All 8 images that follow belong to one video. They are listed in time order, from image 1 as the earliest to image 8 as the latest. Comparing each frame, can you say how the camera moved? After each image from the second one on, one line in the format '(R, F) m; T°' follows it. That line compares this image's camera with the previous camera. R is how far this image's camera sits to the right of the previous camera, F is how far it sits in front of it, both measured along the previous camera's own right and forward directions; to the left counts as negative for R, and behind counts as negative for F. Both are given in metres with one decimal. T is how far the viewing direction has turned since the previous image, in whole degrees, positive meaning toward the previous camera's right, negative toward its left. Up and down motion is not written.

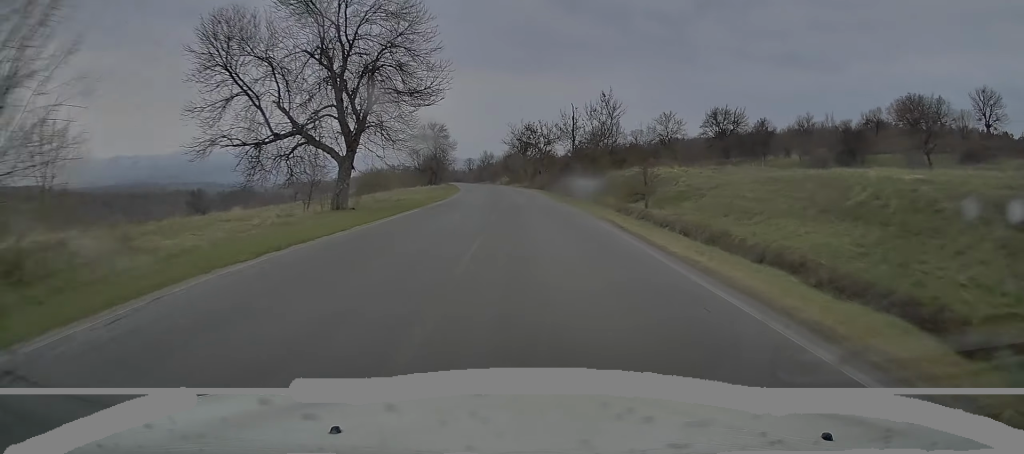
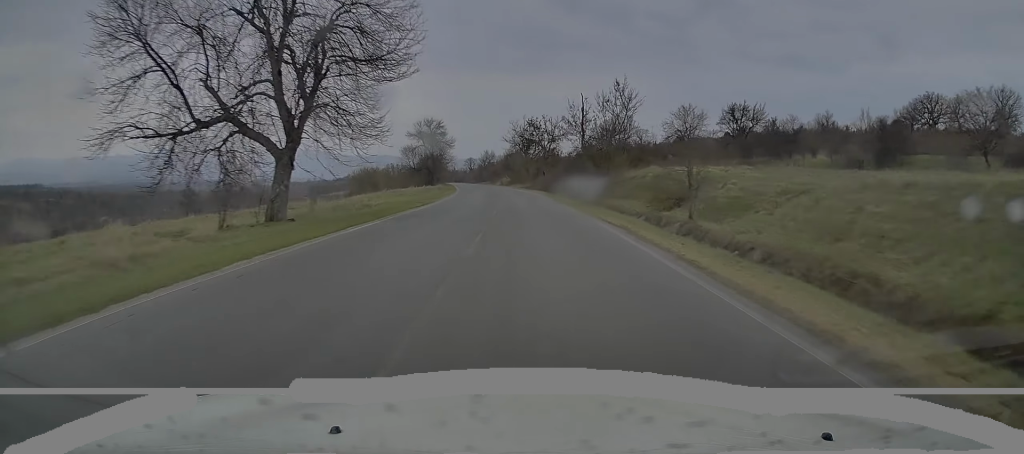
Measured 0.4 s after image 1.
(+0.1, +7.0) m; 0°
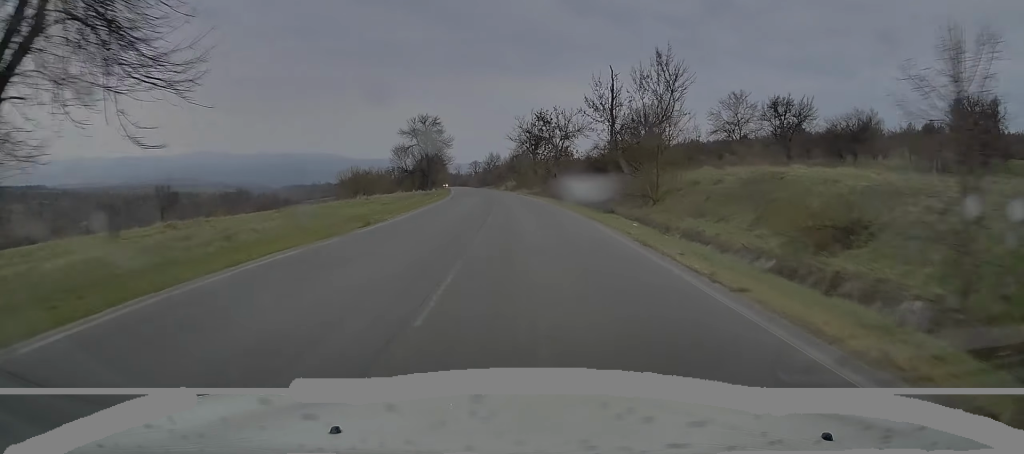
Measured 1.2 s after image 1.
(-0.1, +13.3) m; -1°
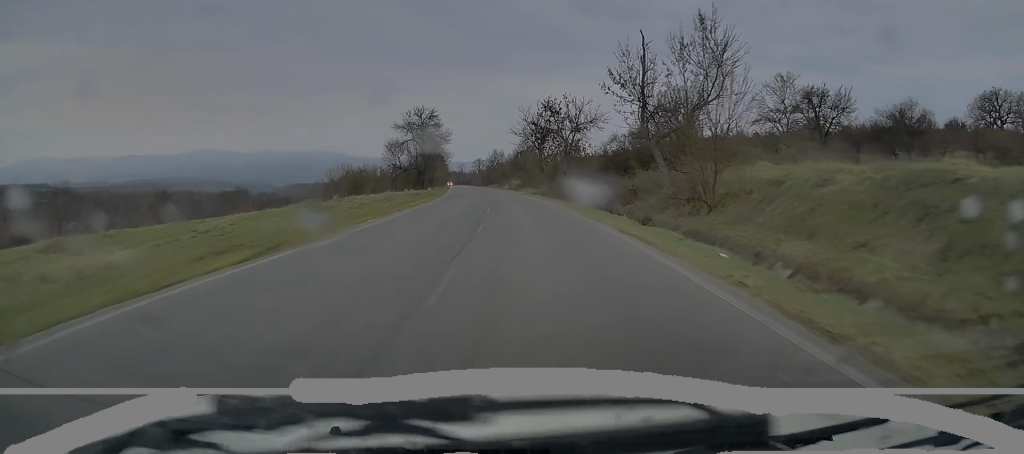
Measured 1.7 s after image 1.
(0.0, +7.9) m; -1°
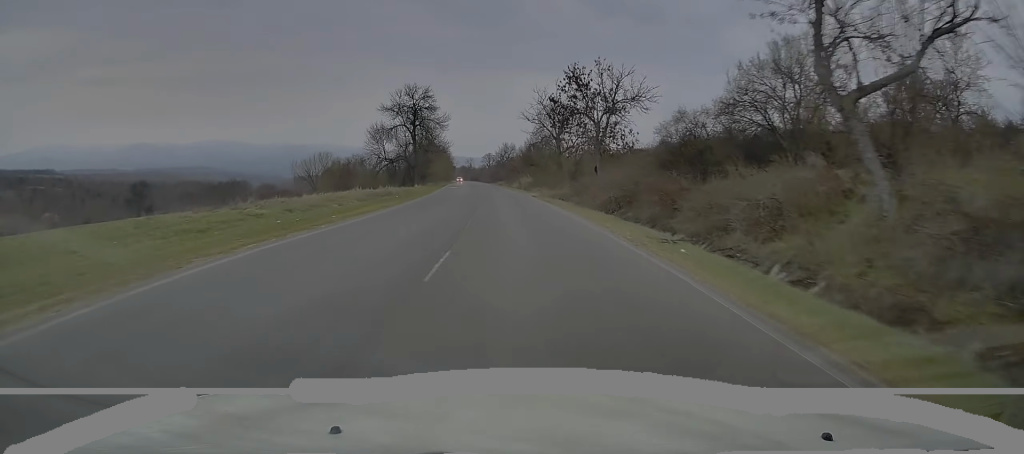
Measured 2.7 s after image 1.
(-0.2, +16.1) m; -2°
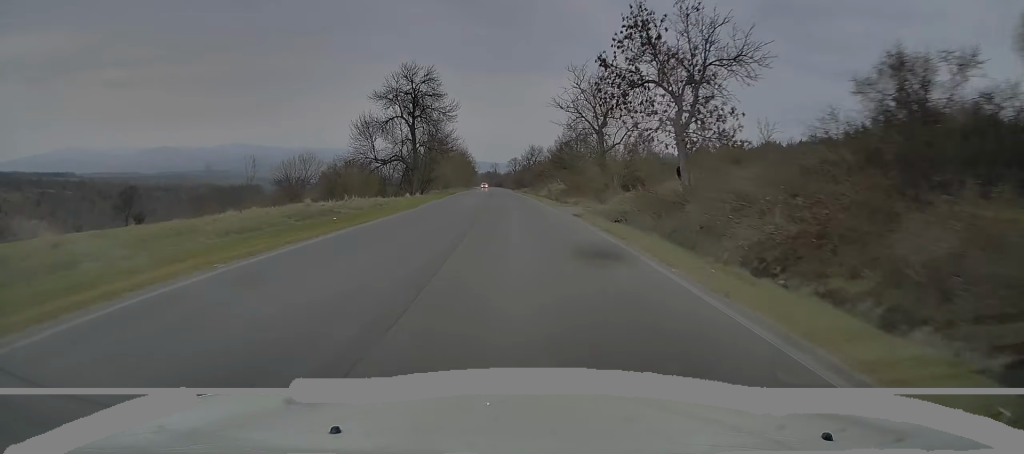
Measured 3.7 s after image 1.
(-0.3, +16.4) m; -1°
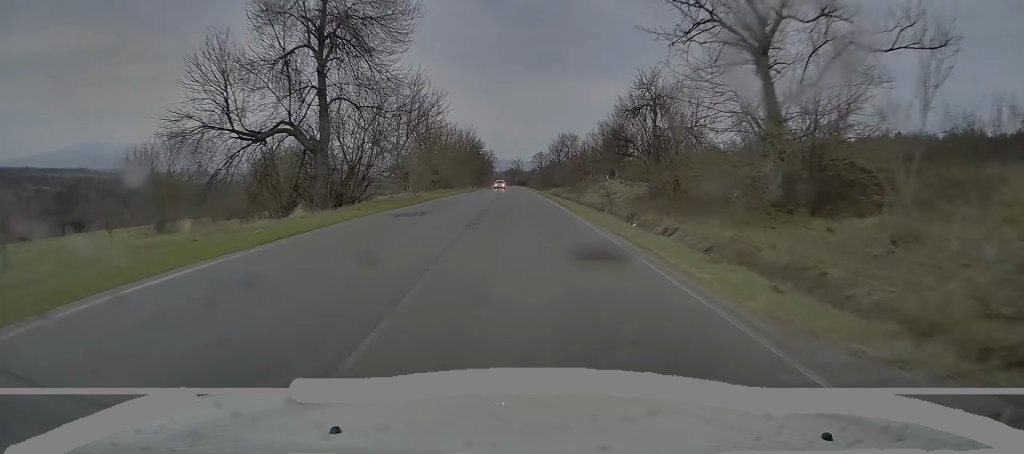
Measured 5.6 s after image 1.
(-0.2, +31.0) m; -2°
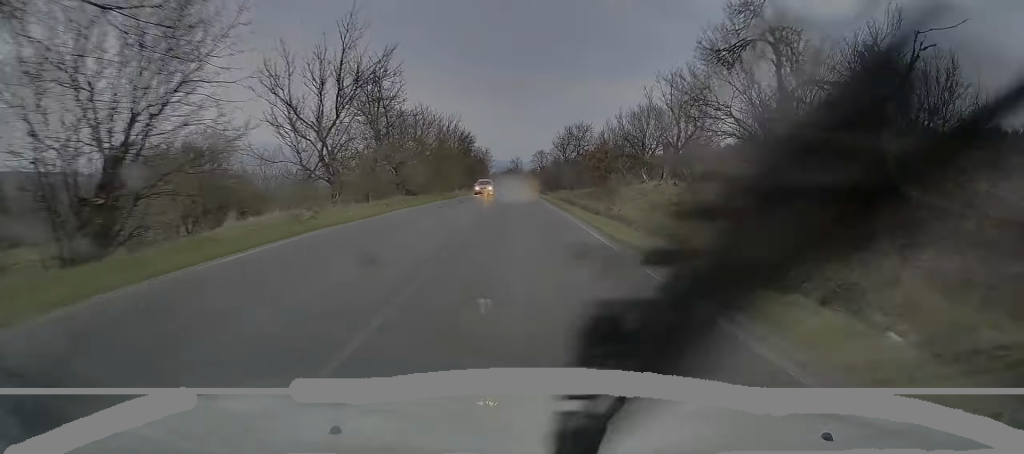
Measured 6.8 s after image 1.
(-0.1, +18.6) m; 0°
